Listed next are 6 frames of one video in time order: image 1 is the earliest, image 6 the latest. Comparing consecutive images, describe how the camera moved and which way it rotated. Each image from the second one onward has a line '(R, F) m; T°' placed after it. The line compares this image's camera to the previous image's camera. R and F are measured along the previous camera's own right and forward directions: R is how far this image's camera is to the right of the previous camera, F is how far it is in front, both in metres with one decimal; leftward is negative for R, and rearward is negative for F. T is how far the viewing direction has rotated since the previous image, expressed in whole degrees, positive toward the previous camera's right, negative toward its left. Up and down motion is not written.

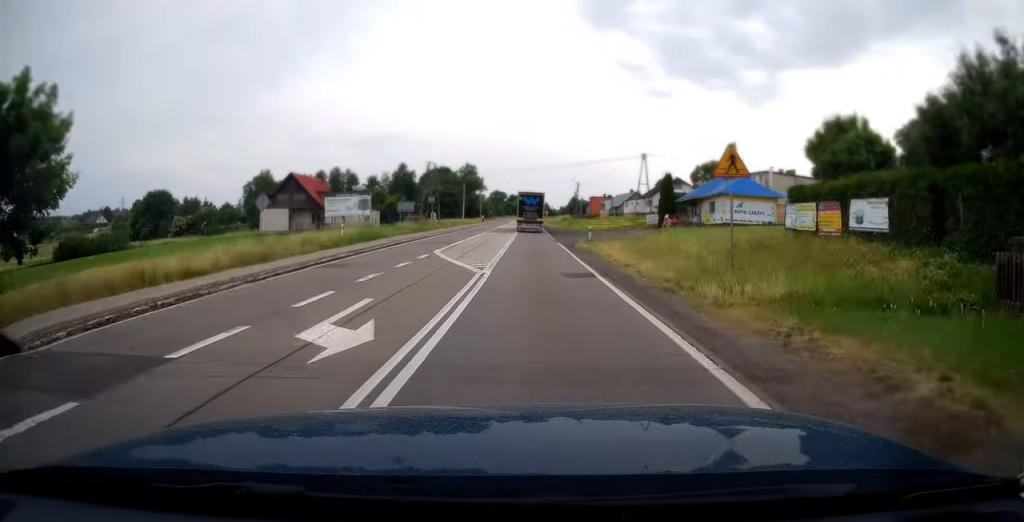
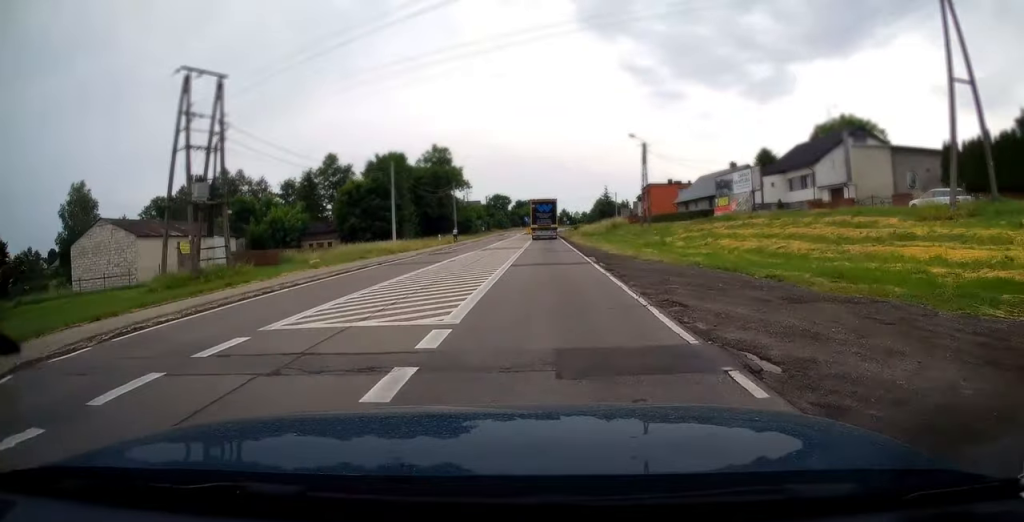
(-3.4, +69.4) m; -3°
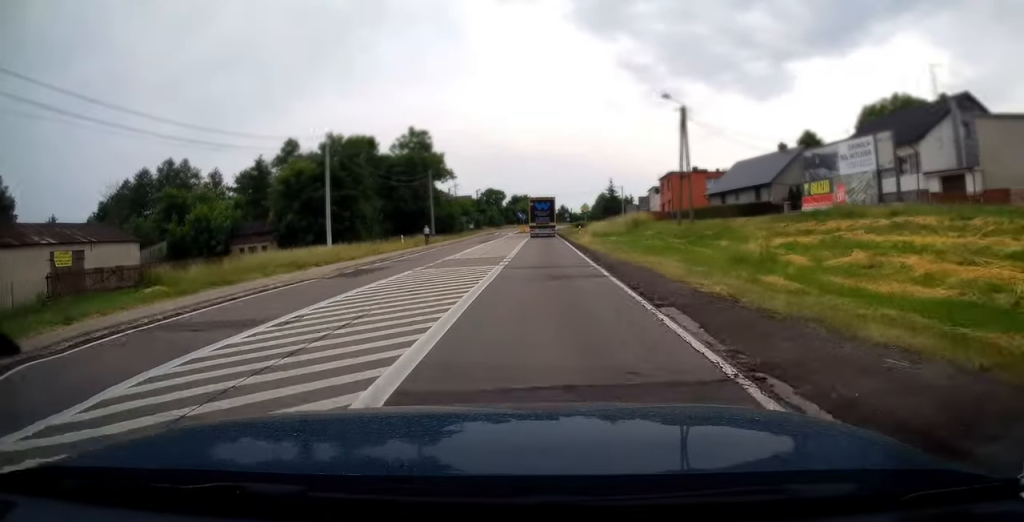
(0.0, +16.9) m; 0°
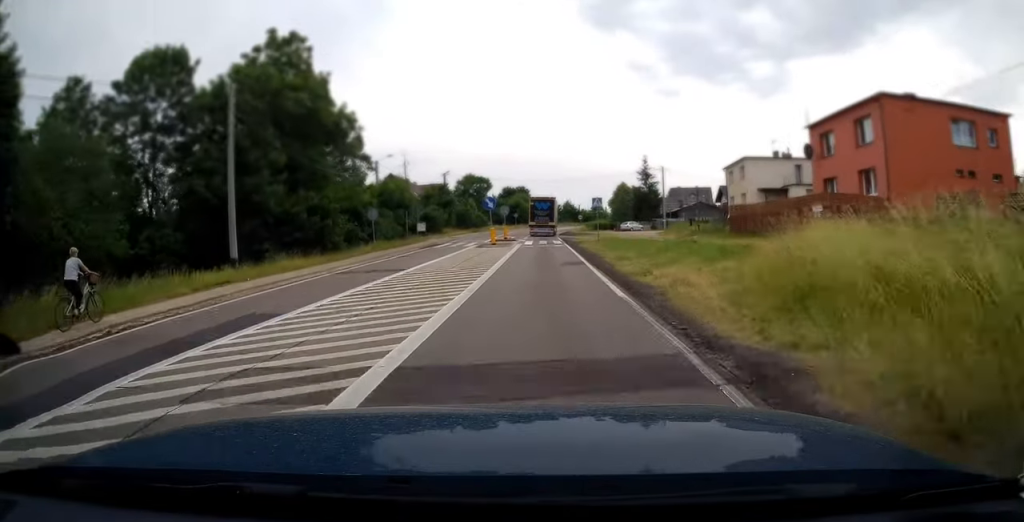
(+0.3, +48.0) m; 0°
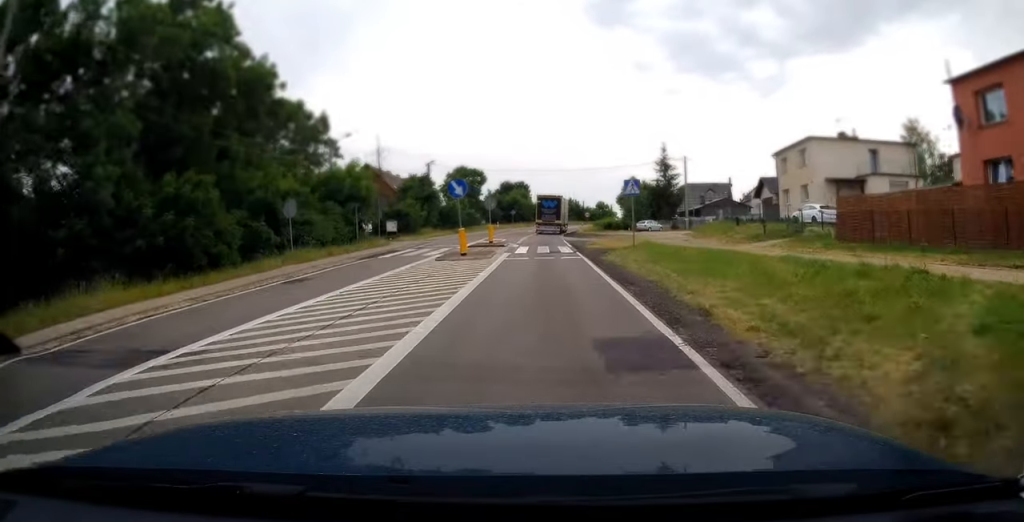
(0.0, +14.2) m; 0°
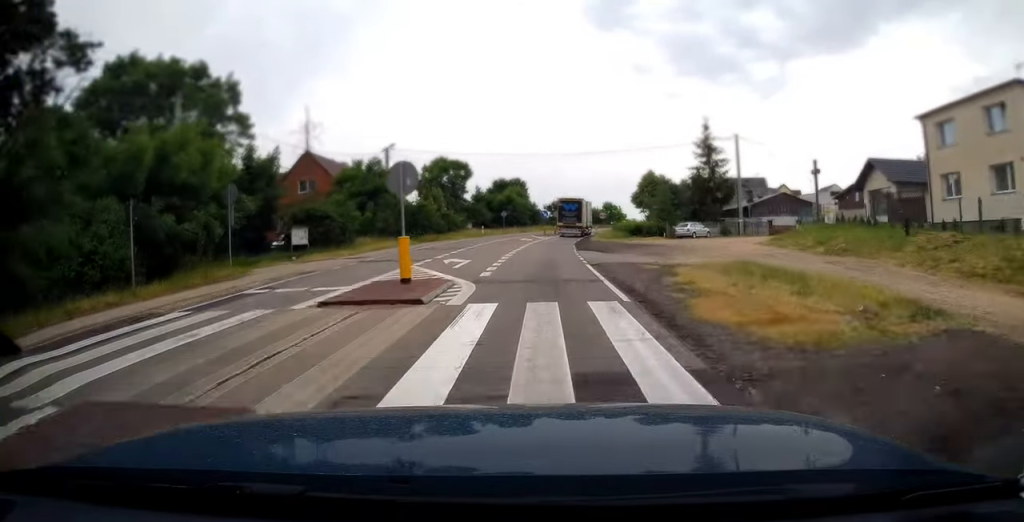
(-0.2, +21.9) m; 0°
